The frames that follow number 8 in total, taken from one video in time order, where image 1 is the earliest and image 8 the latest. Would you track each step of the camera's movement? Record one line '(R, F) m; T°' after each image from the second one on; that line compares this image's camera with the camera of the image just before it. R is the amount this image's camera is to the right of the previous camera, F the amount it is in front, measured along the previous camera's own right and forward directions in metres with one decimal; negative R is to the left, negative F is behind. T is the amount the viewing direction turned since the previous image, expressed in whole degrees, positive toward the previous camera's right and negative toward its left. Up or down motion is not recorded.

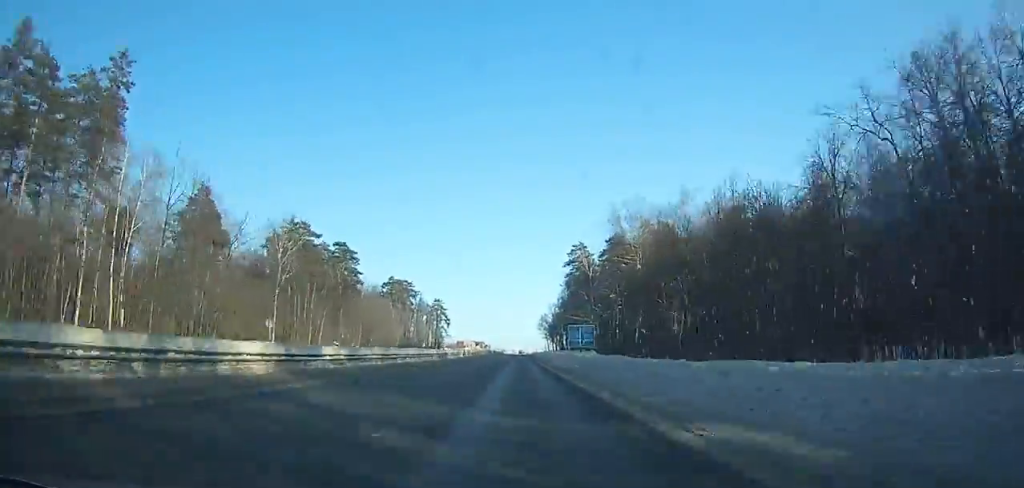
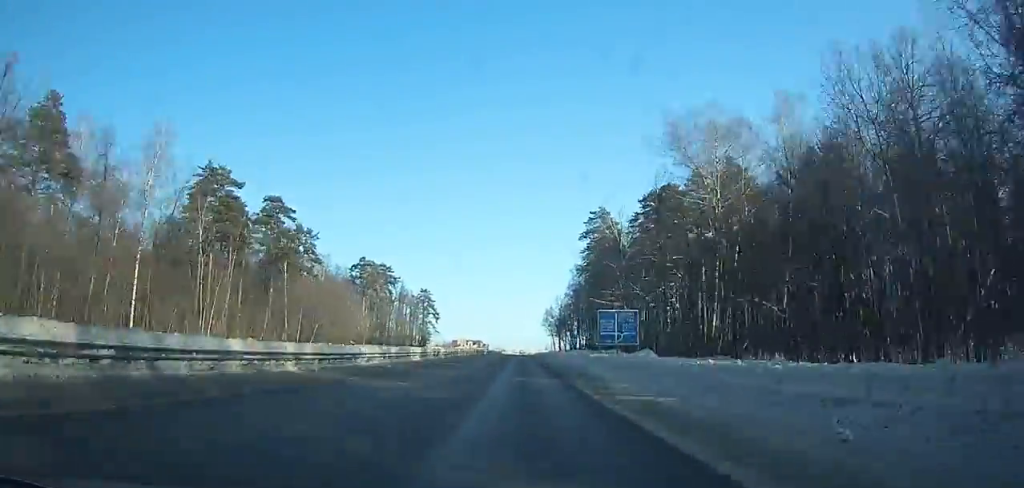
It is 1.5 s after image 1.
(0.0, +36.4) m; 0°
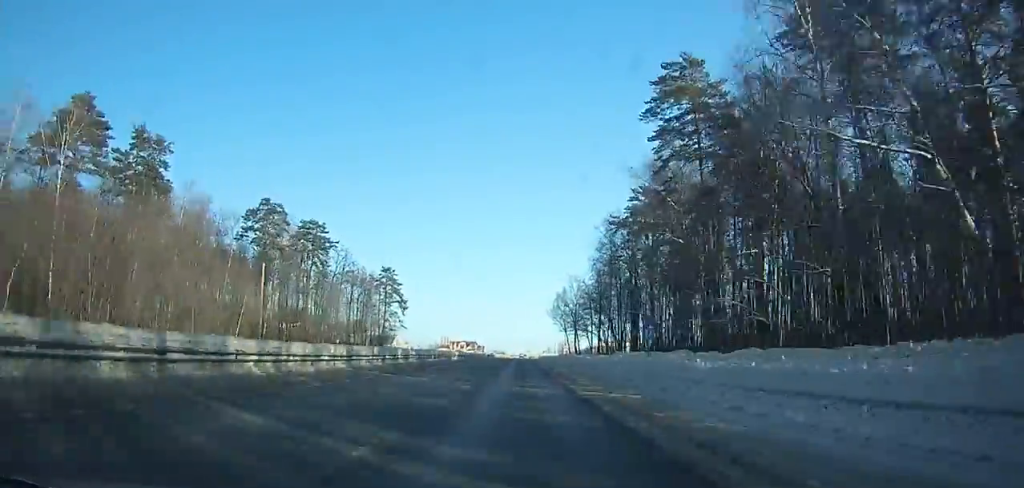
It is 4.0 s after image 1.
(-0.1, +60.0) m; 0°
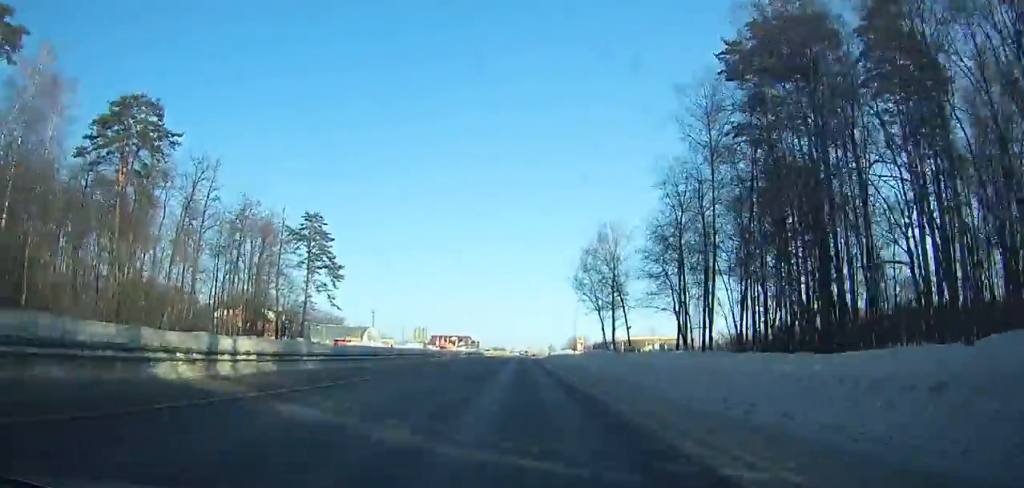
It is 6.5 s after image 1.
(-0.4, +59.2) m; 0°
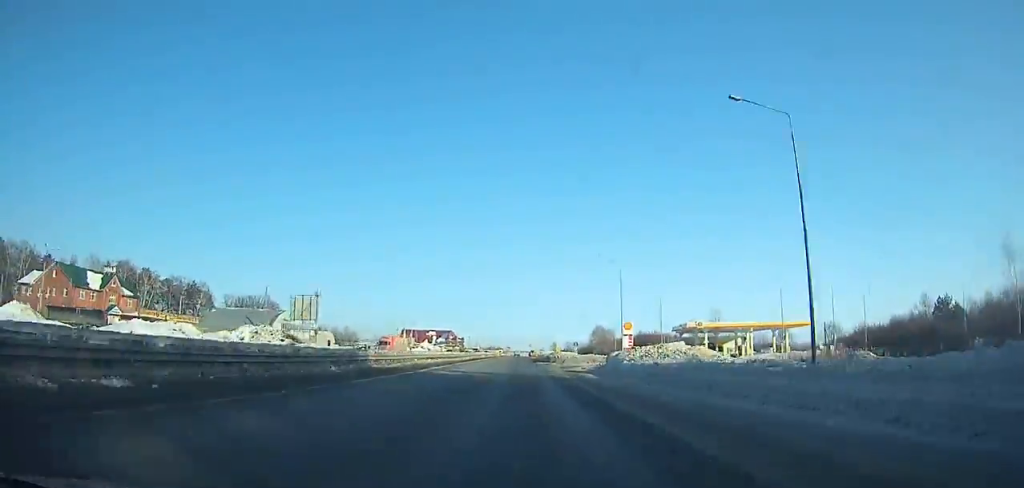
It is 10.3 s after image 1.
(+0.2, +88.8) m; 0°
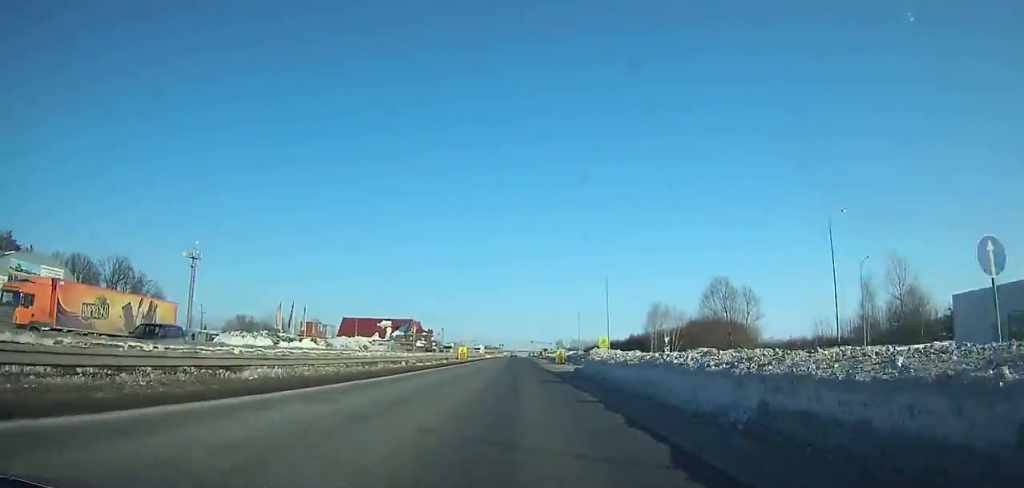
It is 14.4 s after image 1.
(+0.1, +94.0) m; 0°
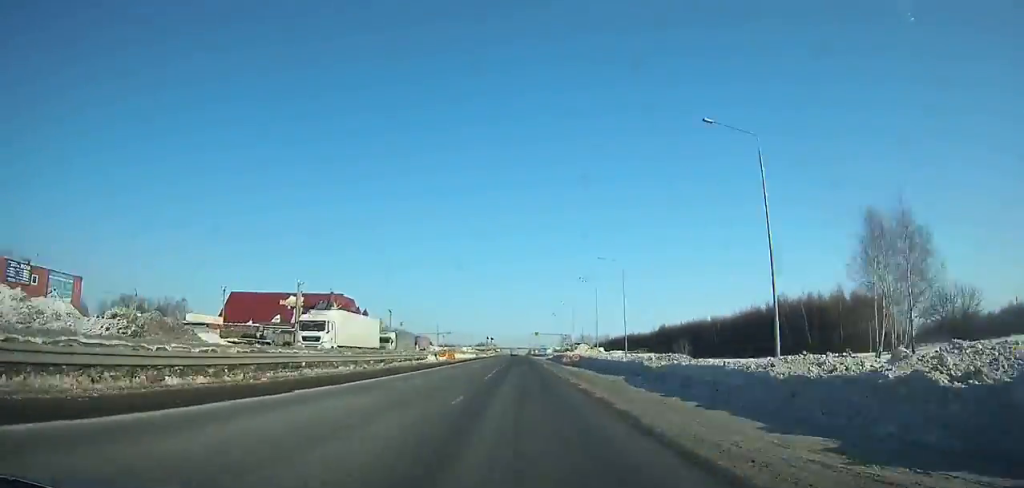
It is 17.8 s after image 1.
(-0.1, +76.3) m; 0°
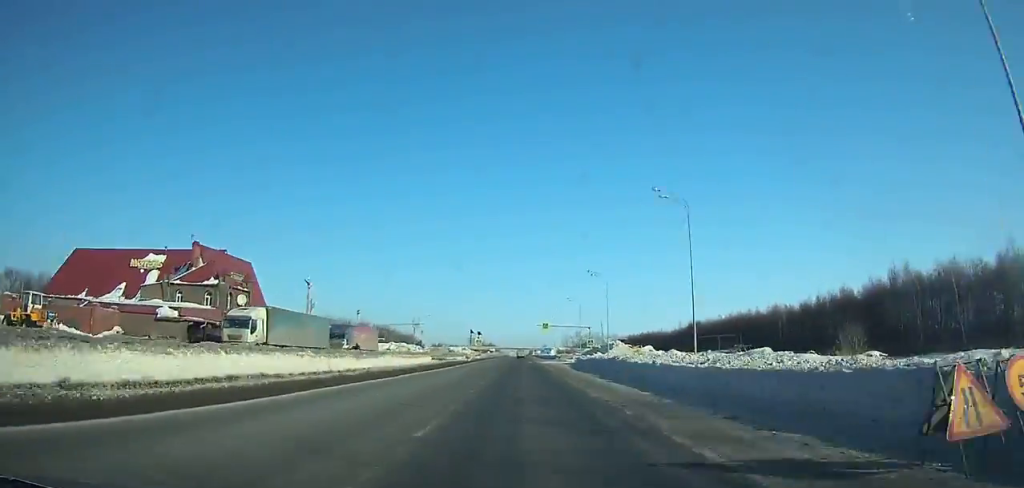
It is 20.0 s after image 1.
(0.0, +48.9) m; 0°
